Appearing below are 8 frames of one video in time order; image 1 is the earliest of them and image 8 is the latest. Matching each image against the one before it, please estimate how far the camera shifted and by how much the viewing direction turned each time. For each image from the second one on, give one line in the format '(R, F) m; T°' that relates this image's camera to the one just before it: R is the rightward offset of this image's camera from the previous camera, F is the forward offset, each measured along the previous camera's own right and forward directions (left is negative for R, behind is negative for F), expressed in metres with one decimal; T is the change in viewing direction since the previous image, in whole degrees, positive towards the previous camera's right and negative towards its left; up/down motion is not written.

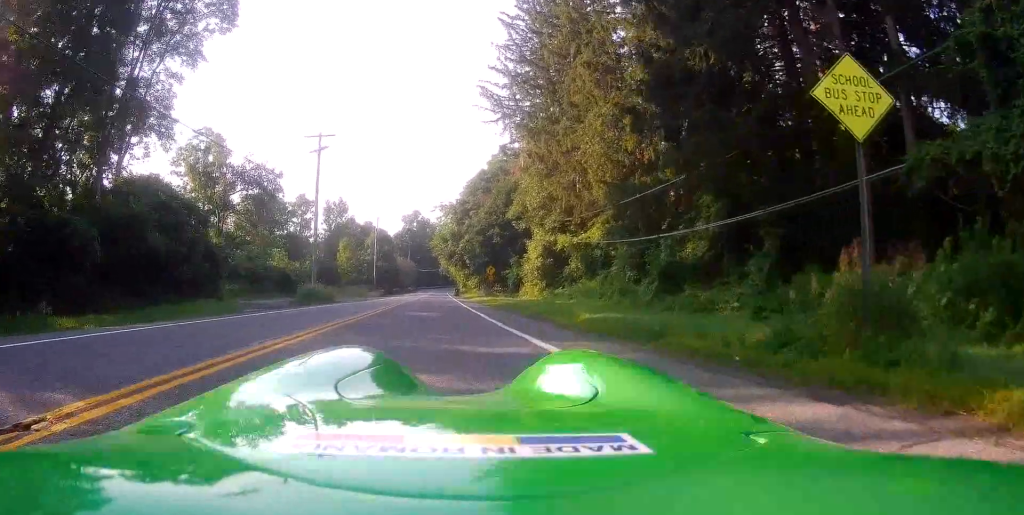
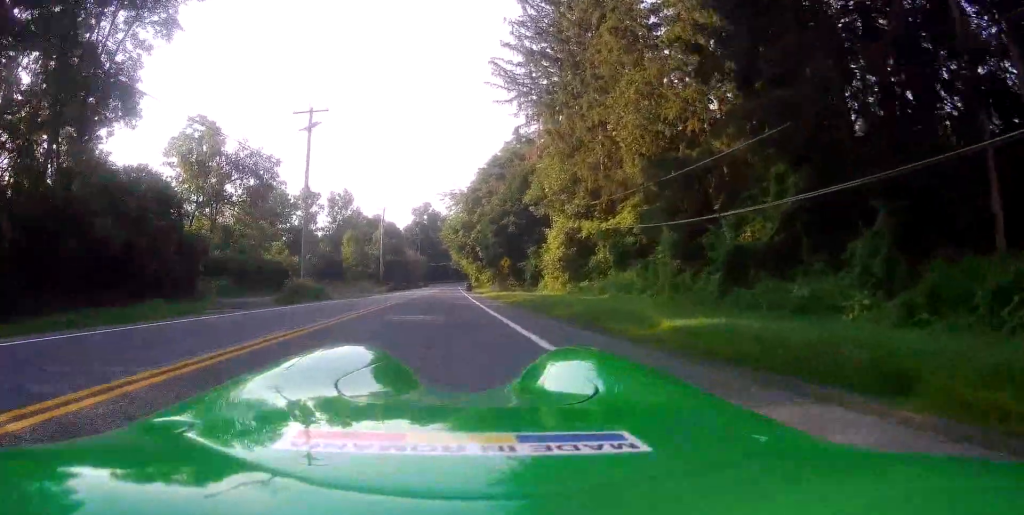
(+0.1, +5.5) m; -4°
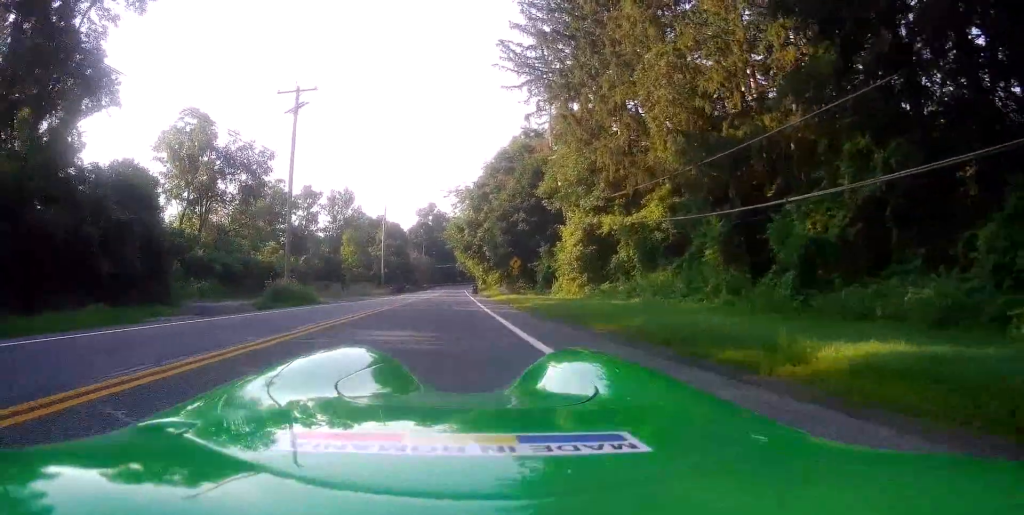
(-0.4, +4.5) m; -7°
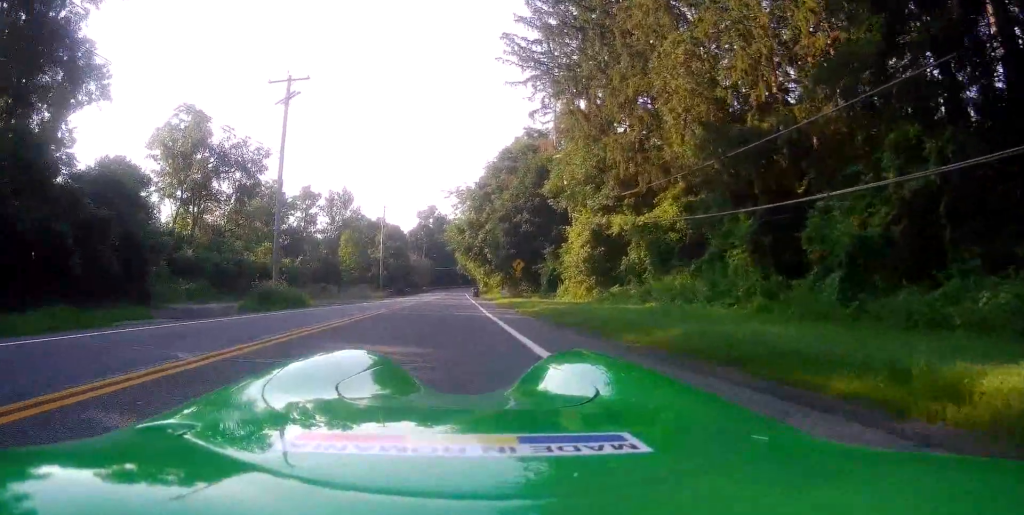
(-0.1, +2.1) m; -2°
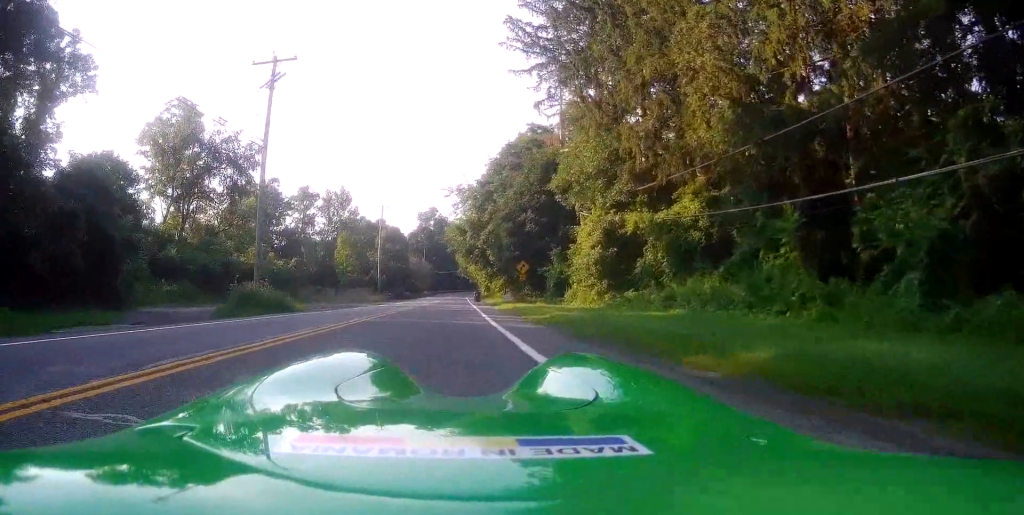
(-0.1, +2.9) m; +1°
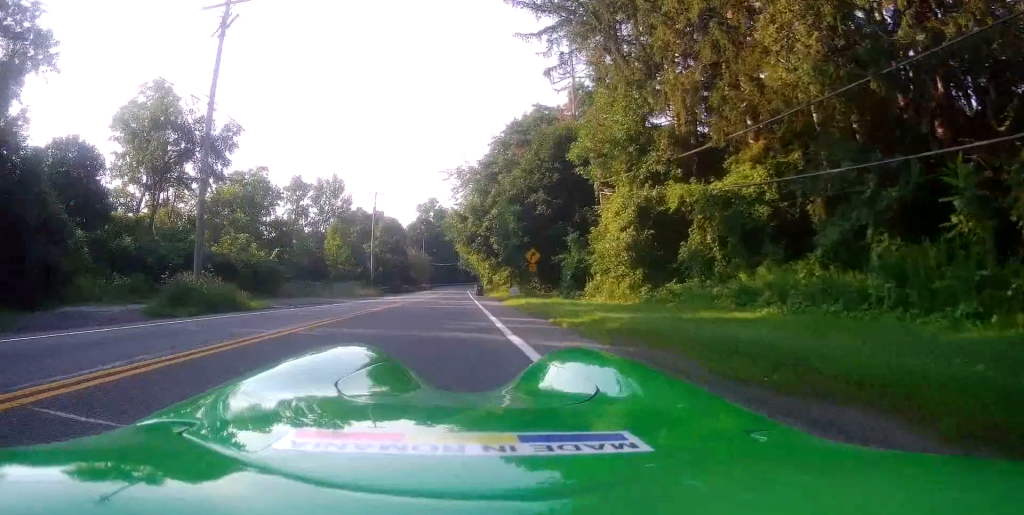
(+0.5, +6.2) m; +3°
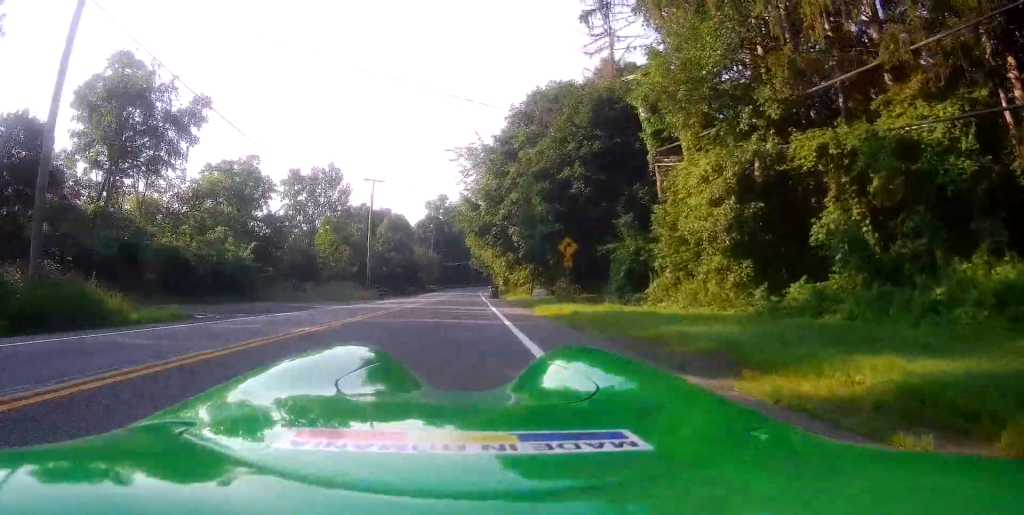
(-0.7, +9.3) m; -4°
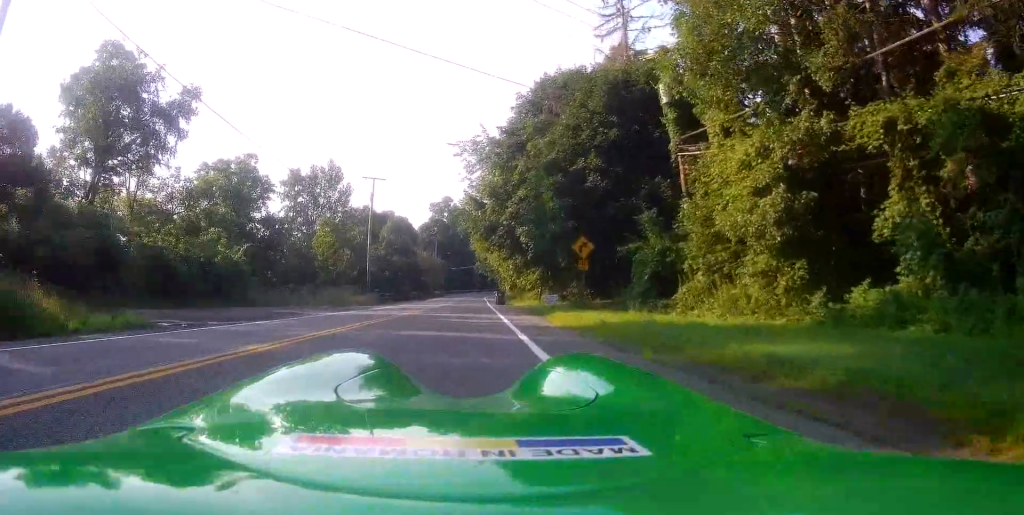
(+0.3, +2.7) m; +2°
